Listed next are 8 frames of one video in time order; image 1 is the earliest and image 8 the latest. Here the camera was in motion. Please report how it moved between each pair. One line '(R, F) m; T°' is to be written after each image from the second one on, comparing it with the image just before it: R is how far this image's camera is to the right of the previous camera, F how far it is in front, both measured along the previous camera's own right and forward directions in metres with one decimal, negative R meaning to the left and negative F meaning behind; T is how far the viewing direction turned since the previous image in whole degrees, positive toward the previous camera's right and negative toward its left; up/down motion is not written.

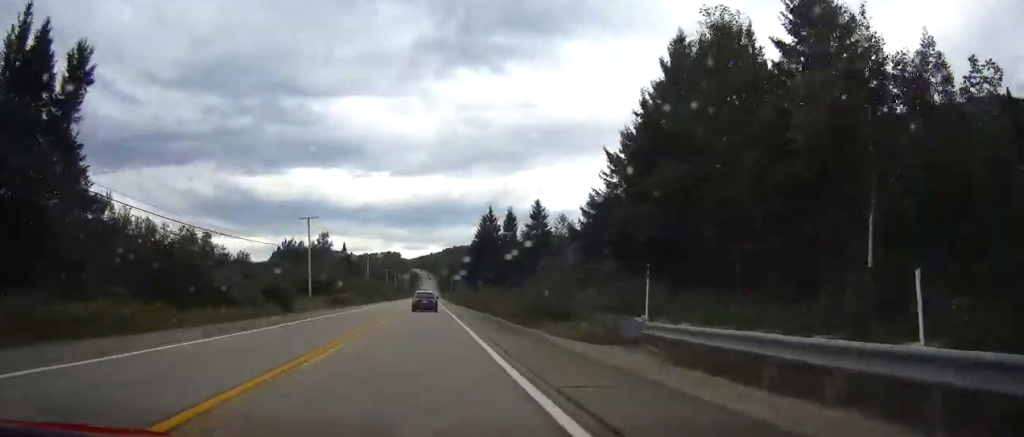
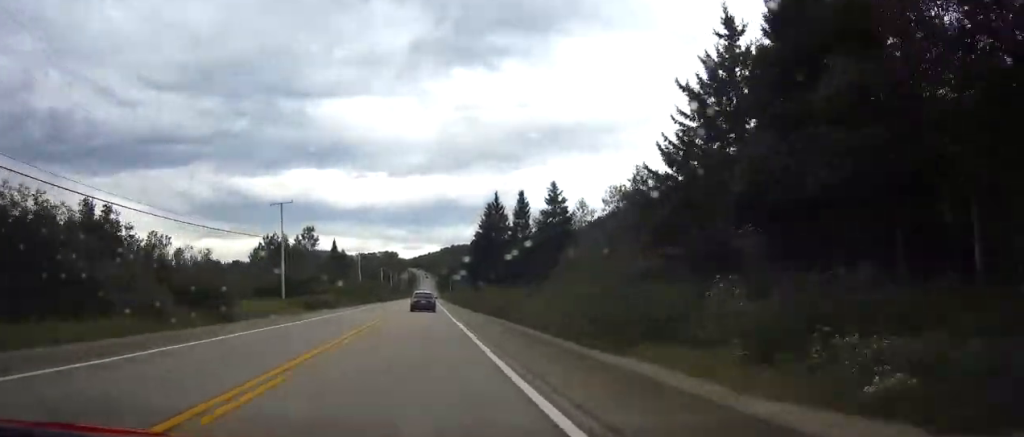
(0.0, +13.4) m; 0°
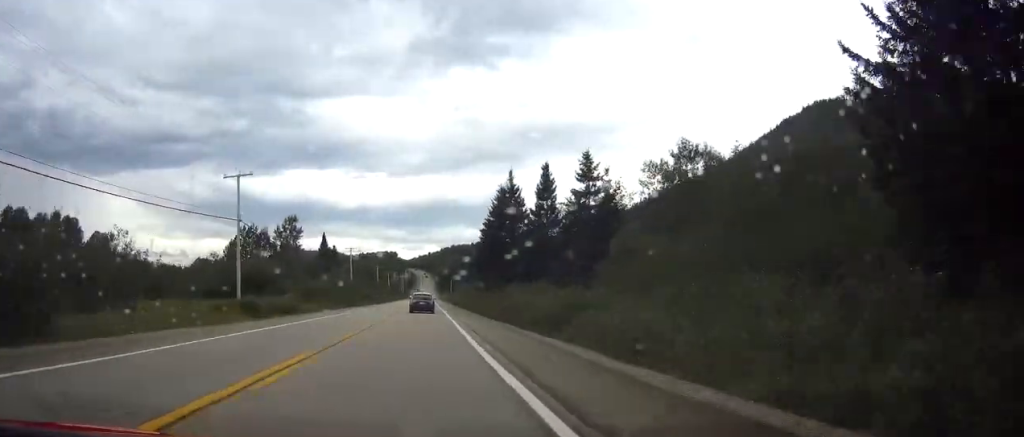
(0.0, +15.5) m; 0°
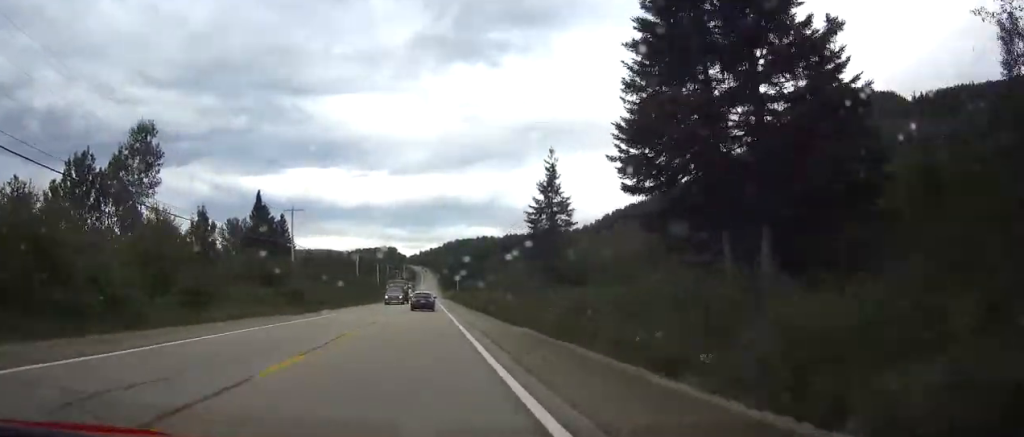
(-0.1, +55.2) m; 0°
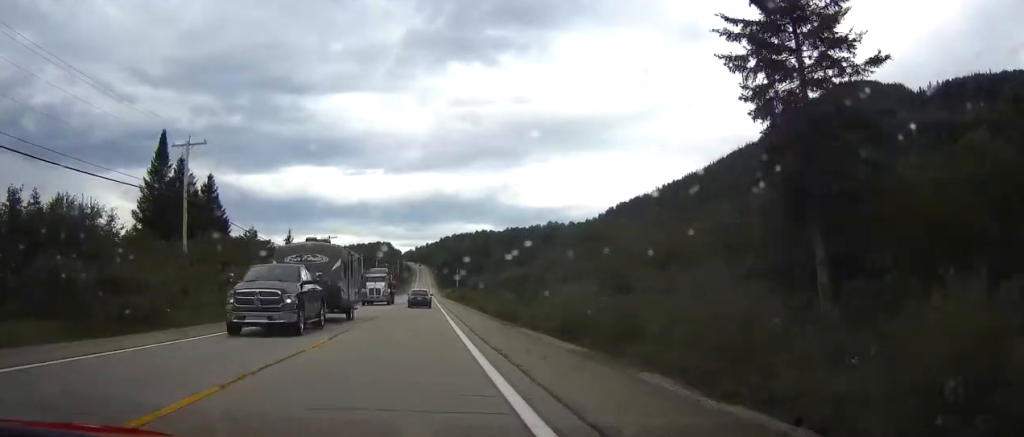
(0.0, +31.5) m; 0°
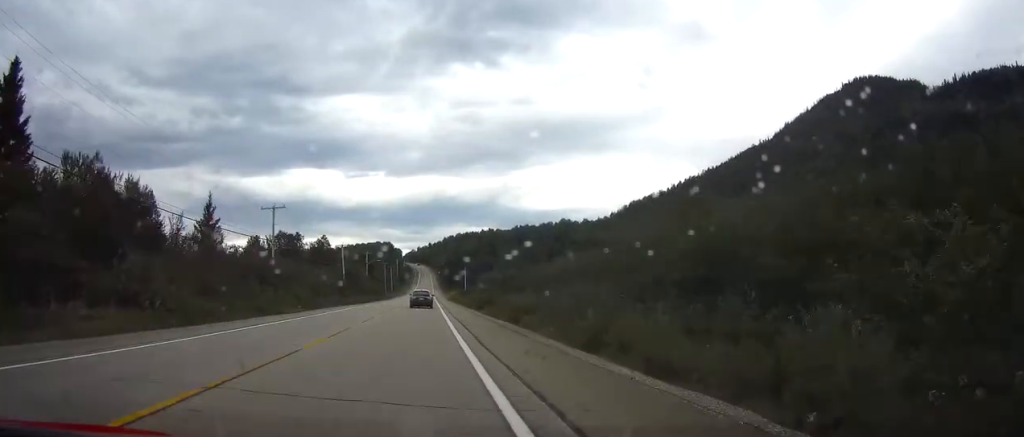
(0.0, +36.8) m; 0°
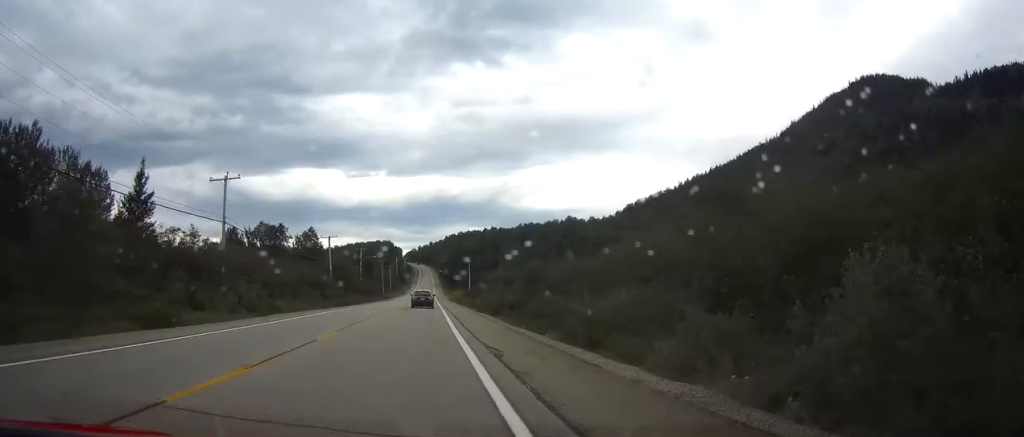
(0.0, +15.8) m; 0°
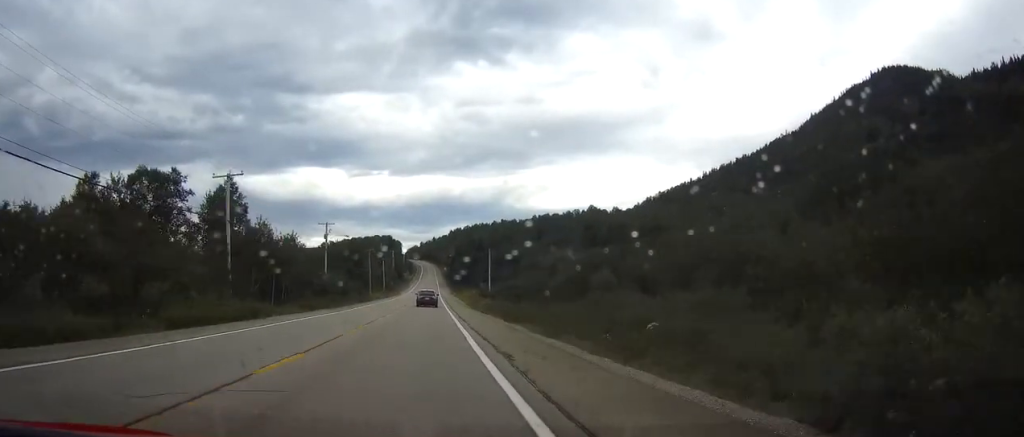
(-0.1, +51.5) m; 0°
